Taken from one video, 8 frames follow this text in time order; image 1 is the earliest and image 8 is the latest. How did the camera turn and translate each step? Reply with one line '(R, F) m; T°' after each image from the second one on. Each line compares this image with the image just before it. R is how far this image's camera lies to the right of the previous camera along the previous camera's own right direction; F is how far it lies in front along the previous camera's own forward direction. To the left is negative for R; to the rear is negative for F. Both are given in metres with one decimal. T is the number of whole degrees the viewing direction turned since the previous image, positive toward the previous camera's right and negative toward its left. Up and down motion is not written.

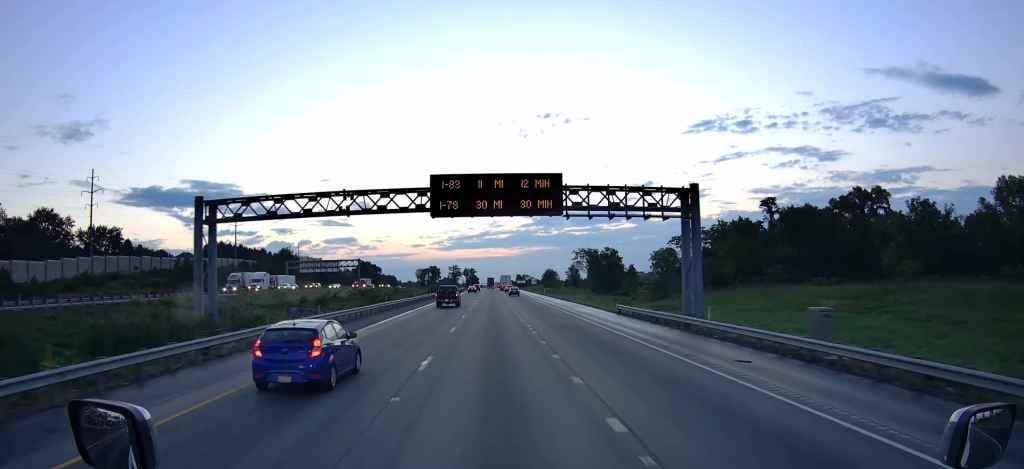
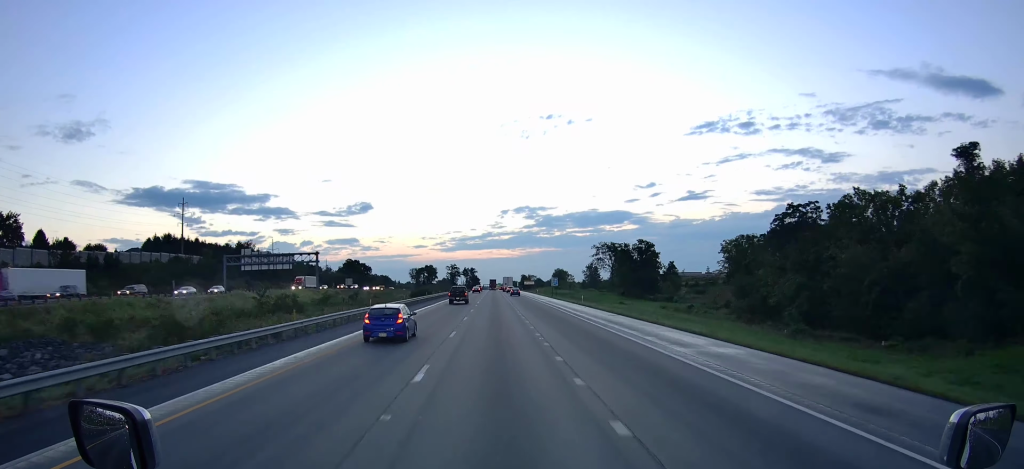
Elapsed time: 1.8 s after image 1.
(-0.2, +50.3) m; 0°
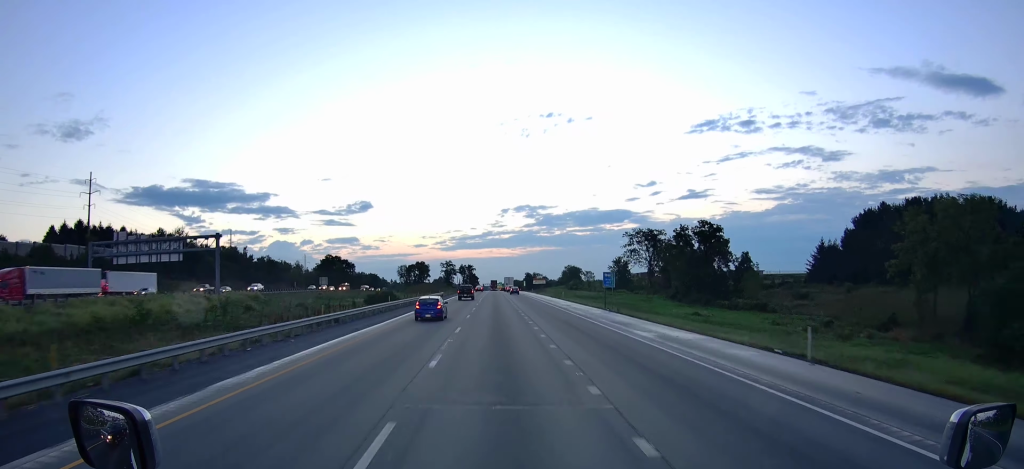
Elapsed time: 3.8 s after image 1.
(+0.2, +55.9) m; 0°
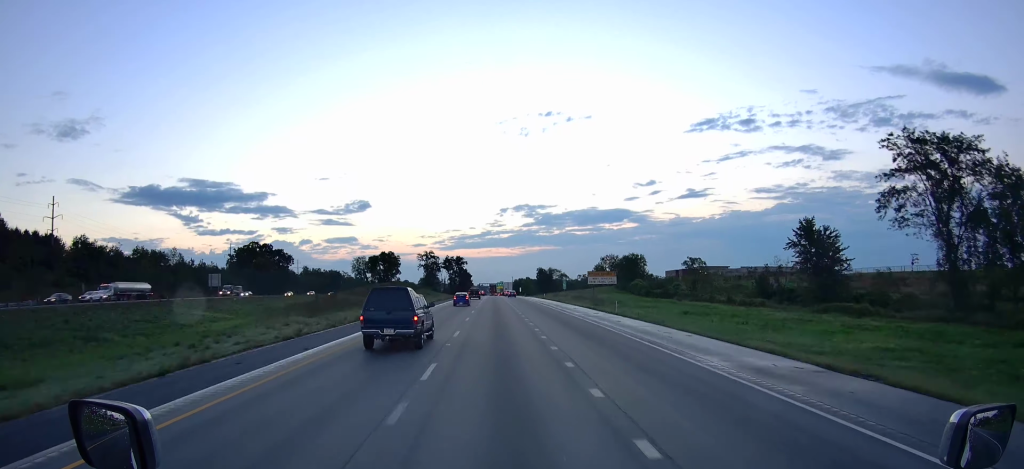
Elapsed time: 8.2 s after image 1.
(-0.1, +123.3) m; 0°
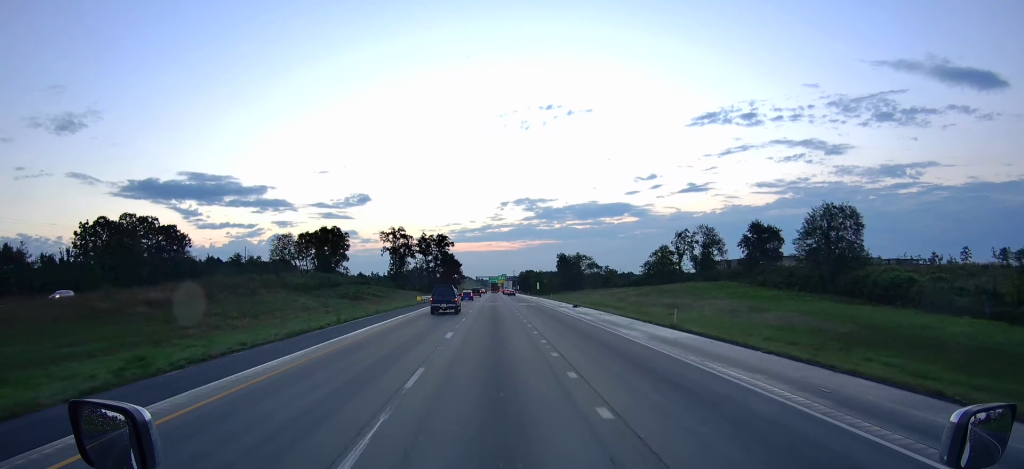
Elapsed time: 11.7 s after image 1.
(+0.1, +98.2) m; 0°
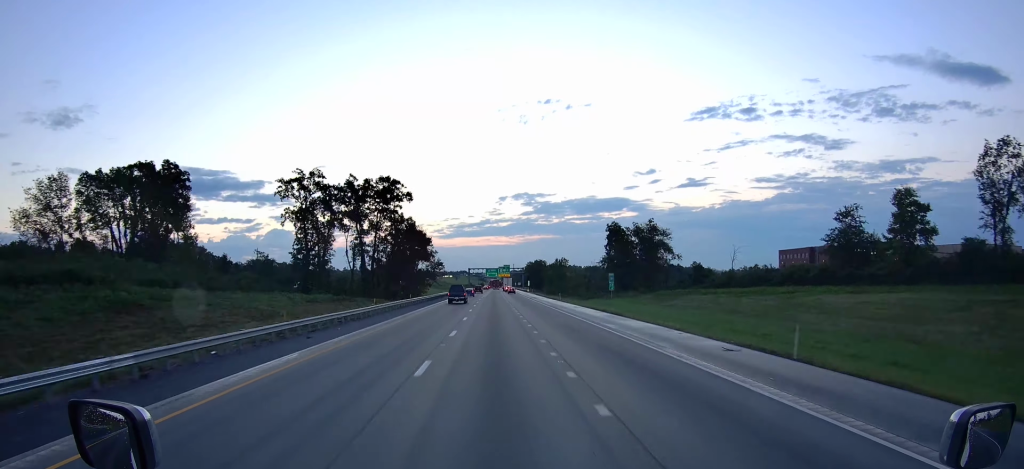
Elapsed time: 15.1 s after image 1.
(+0.1, +95.8) m; 0°
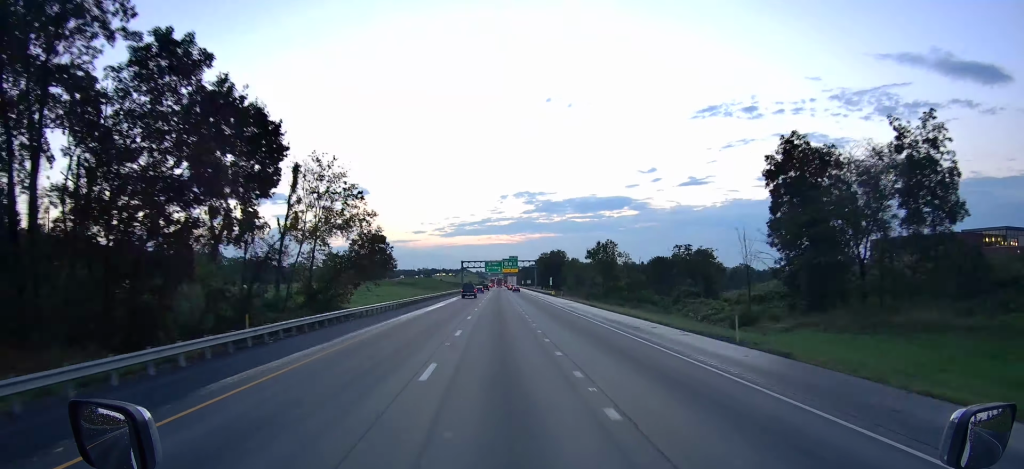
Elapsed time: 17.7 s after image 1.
(+0.2, +73.4) m; 0°
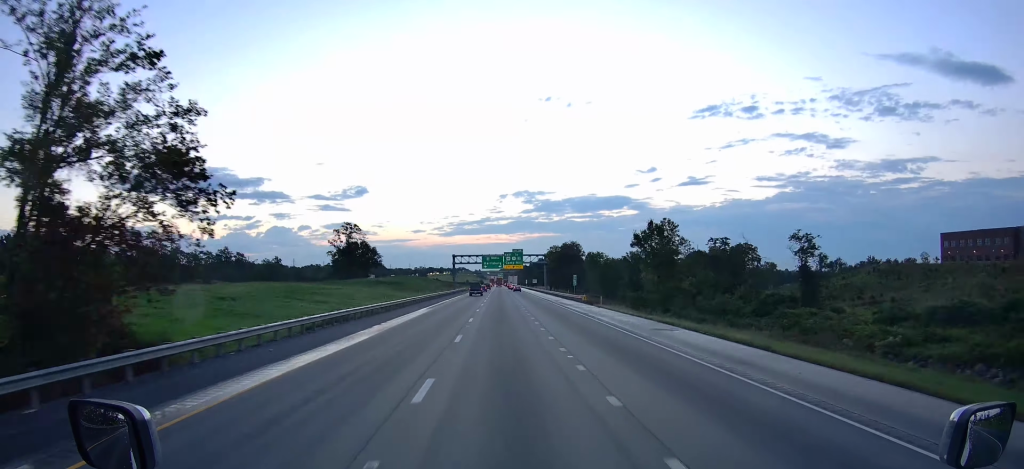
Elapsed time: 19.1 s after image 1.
(+0.1, +39.6) m; 0°
